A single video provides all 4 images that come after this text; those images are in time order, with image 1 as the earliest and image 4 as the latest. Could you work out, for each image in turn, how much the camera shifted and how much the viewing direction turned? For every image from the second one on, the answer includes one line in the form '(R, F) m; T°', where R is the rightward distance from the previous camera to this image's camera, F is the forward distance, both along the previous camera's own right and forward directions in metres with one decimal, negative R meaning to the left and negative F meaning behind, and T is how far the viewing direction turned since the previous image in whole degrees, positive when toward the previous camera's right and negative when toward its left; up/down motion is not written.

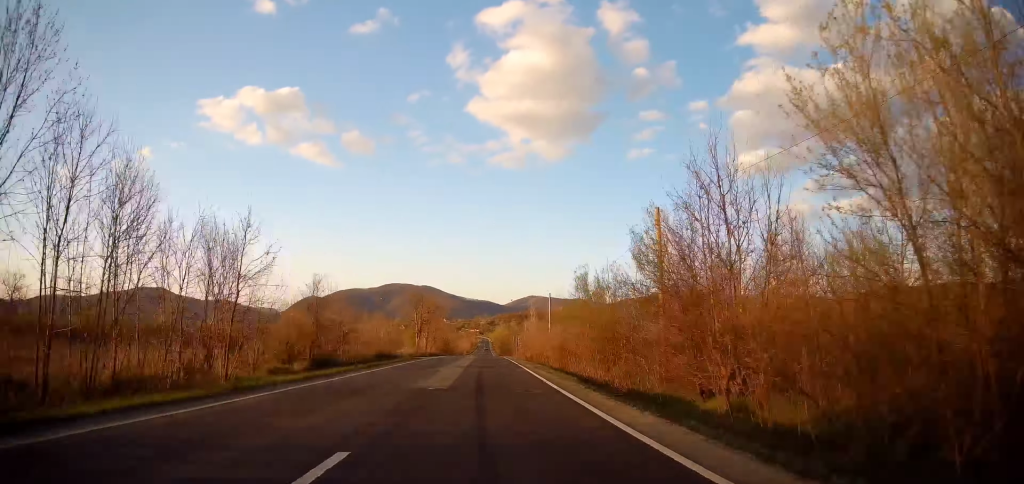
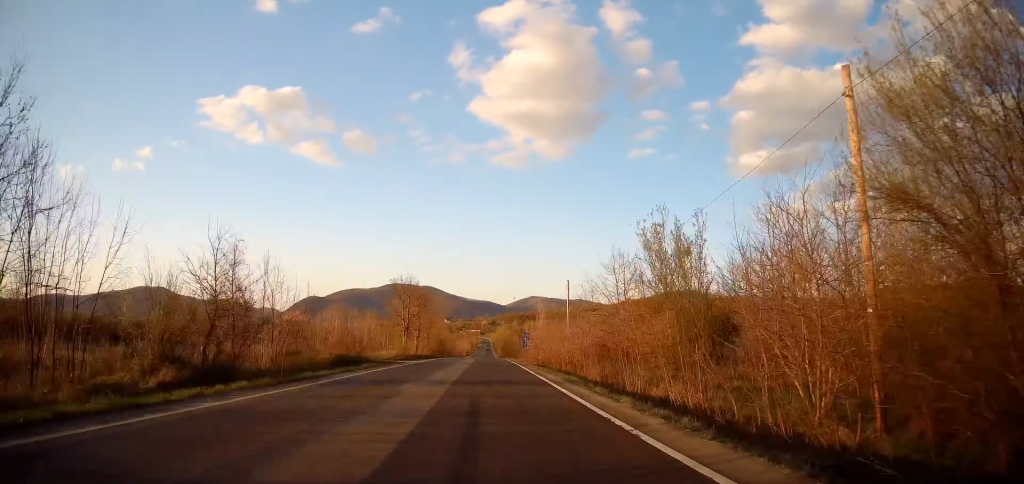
(-0.1, +11.2) m; 0°
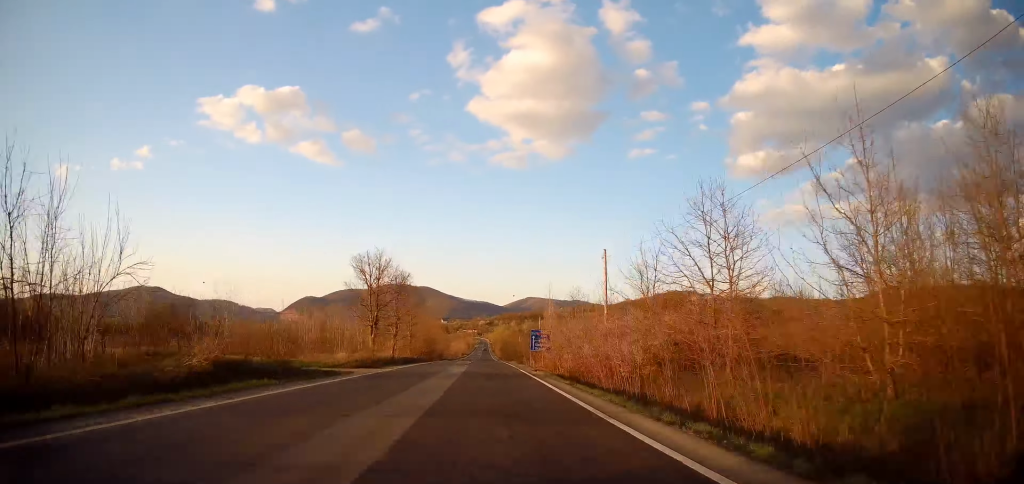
(+0.1, +14.2) m; 0°
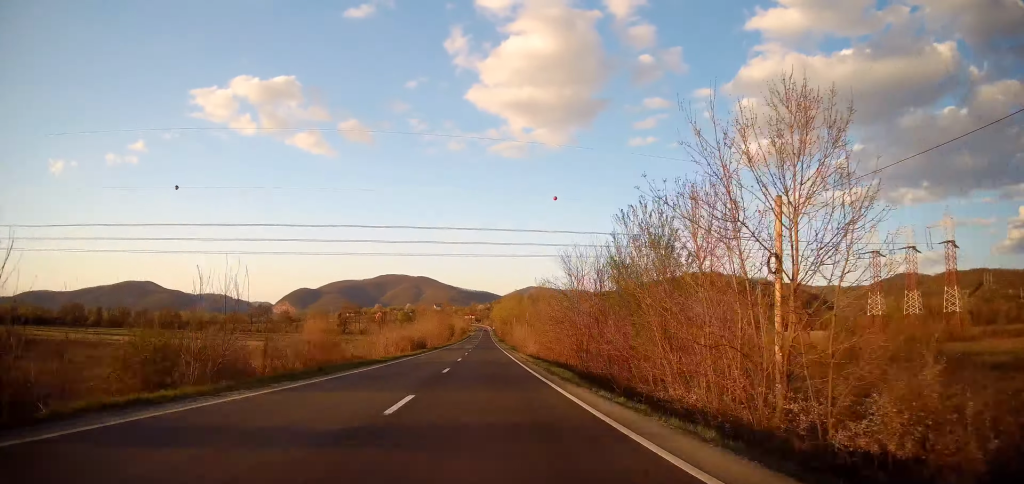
(-0.1, +123.7) m; 0°
